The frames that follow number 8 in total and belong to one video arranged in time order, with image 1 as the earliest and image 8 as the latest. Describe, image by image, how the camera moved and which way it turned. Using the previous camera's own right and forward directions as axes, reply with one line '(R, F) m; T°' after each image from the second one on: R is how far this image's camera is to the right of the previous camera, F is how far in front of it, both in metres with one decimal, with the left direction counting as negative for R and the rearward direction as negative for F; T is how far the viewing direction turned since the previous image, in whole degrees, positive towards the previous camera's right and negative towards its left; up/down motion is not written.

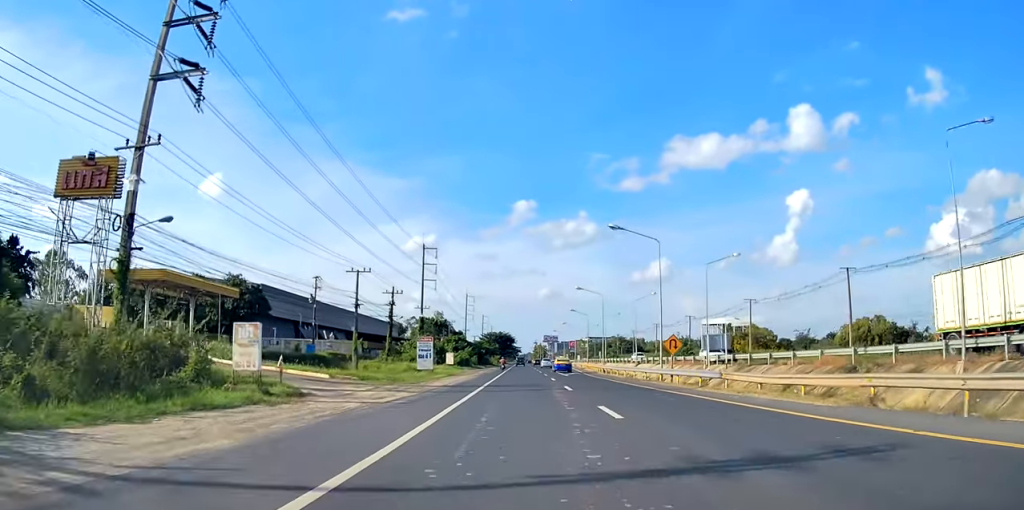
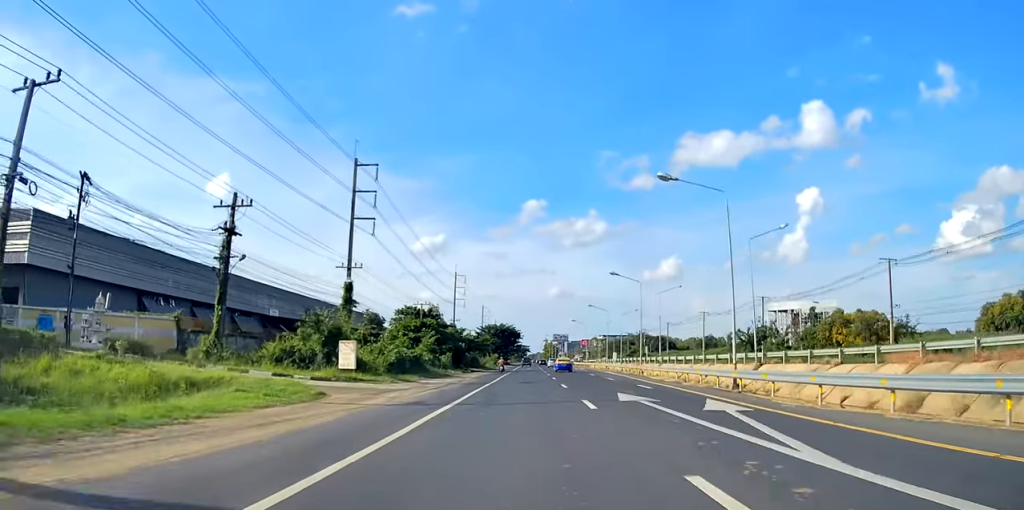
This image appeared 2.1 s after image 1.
(-1.0, +46.0) m; -3°
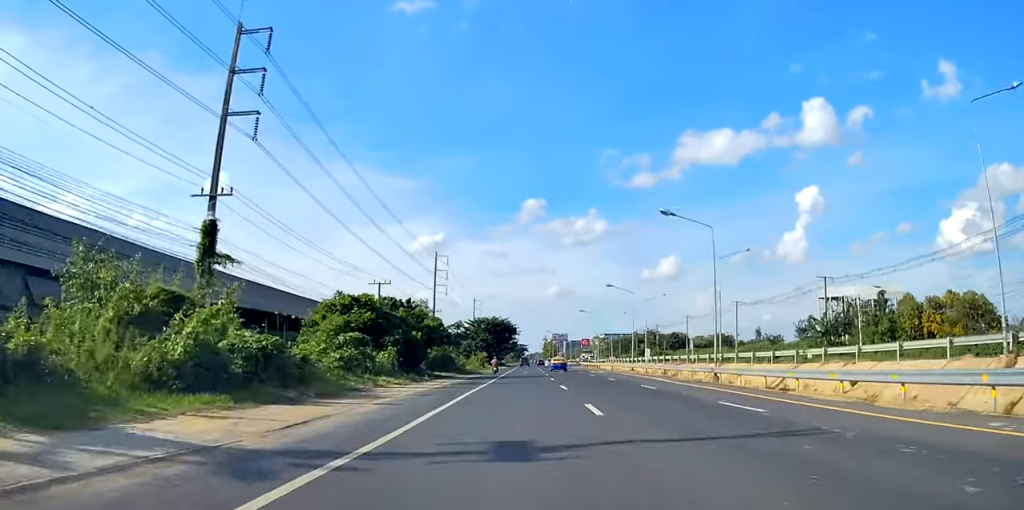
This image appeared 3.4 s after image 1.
(-0.5, +27.1) m; +1°
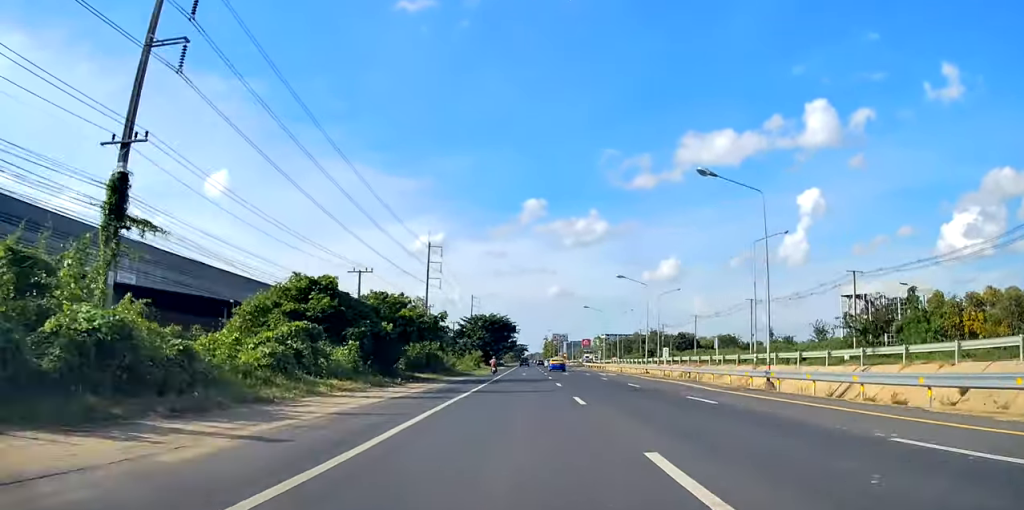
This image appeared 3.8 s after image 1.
(+0.1, +9.0) m; 0°
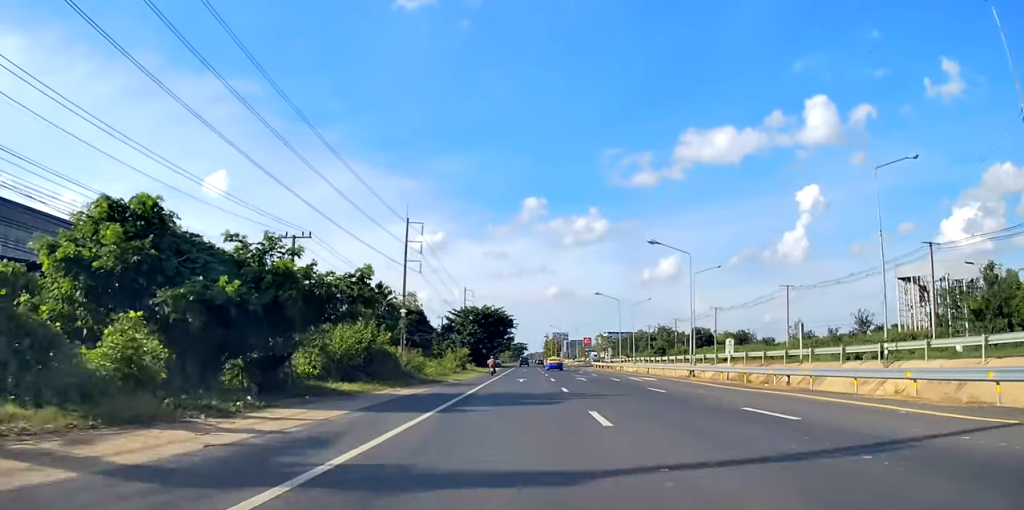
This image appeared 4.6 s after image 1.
(+0.6, +18.0) m; 0°
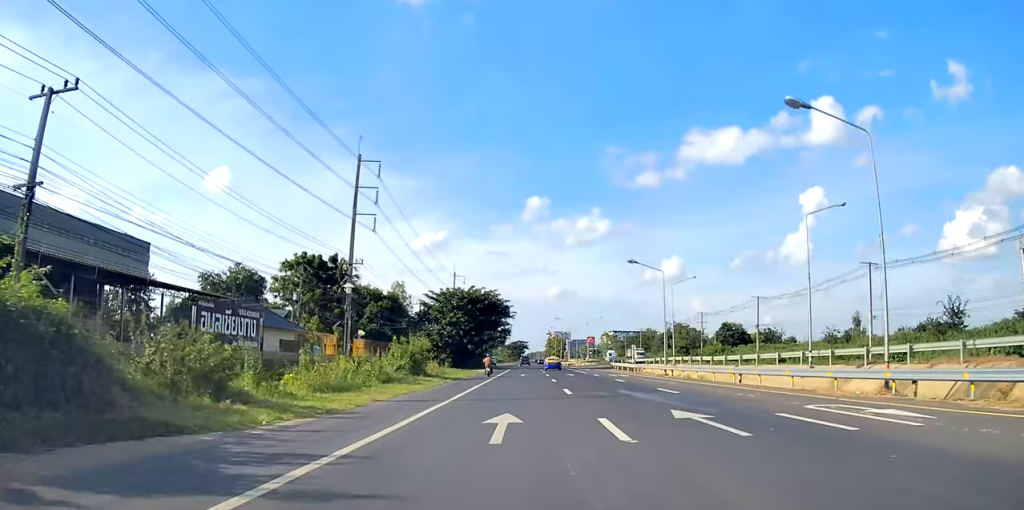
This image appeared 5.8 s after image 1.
(-1.0, +26.0) m; -2°
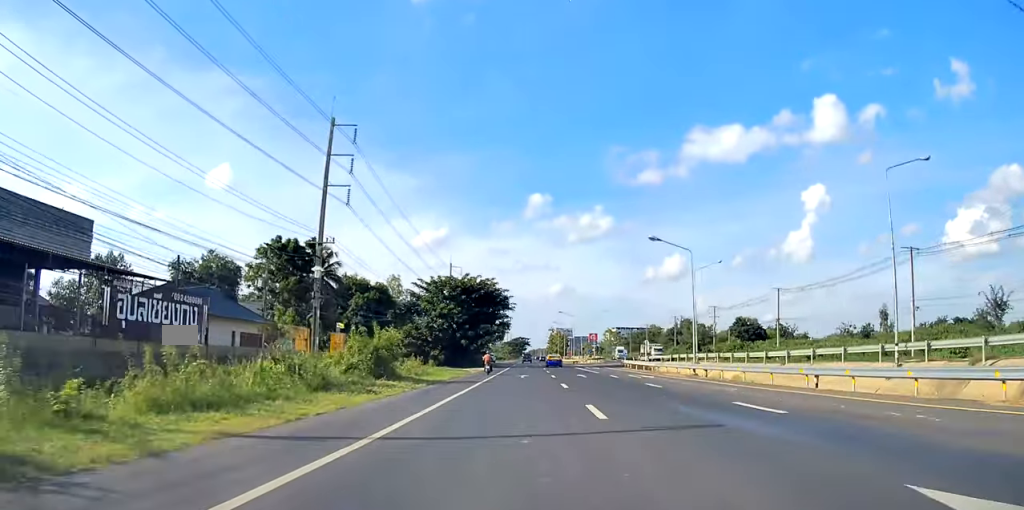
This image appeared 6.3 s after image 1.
(0.0, +9.8) m; 0°
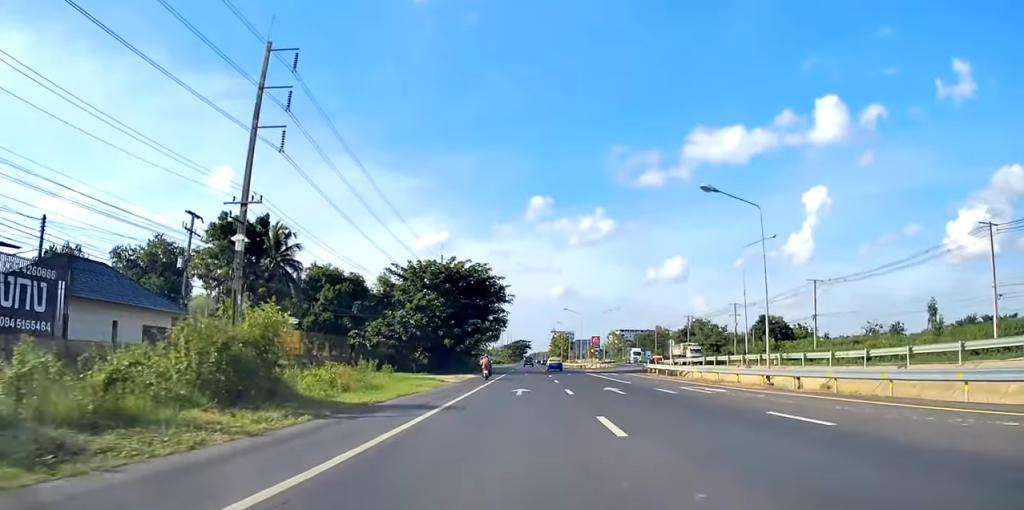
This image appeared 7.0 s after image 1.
(0.0, +15.3) m; 0°
